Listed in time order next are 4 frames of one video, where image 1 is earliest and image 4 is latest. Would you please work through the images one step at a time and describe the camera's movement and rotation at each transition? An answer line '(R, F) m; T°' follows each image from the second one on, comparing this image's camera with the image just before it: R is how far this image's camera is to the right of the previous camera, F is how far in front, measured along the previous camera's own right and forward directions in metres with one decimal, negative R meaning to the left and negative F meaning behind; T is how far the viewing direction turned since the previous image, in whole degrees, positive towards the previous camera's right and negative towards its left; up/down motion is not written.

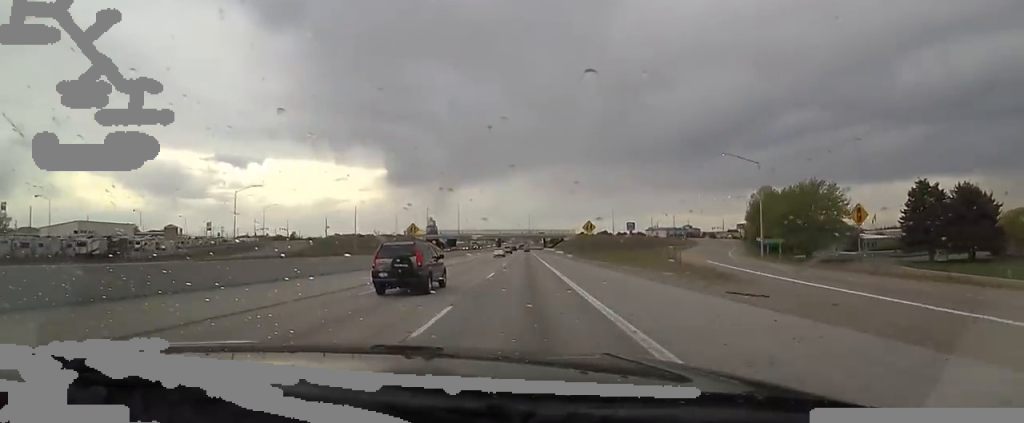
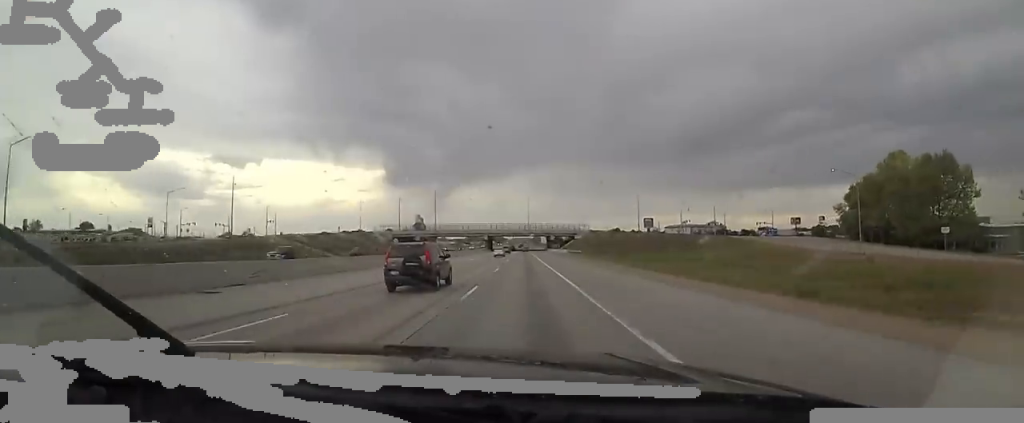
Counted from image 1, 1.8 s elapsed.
(+0.9, +55.6) m; +2°
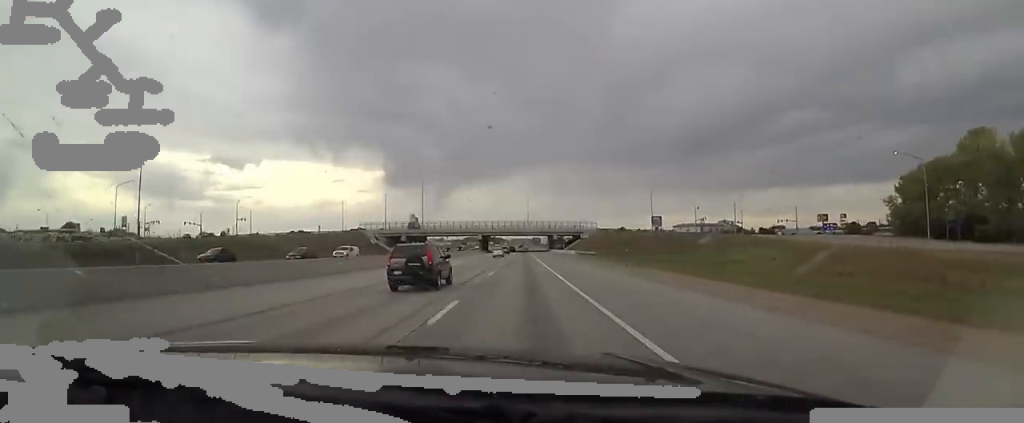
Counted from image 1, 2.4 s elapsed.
(+0.1, +20.0) m; 0°
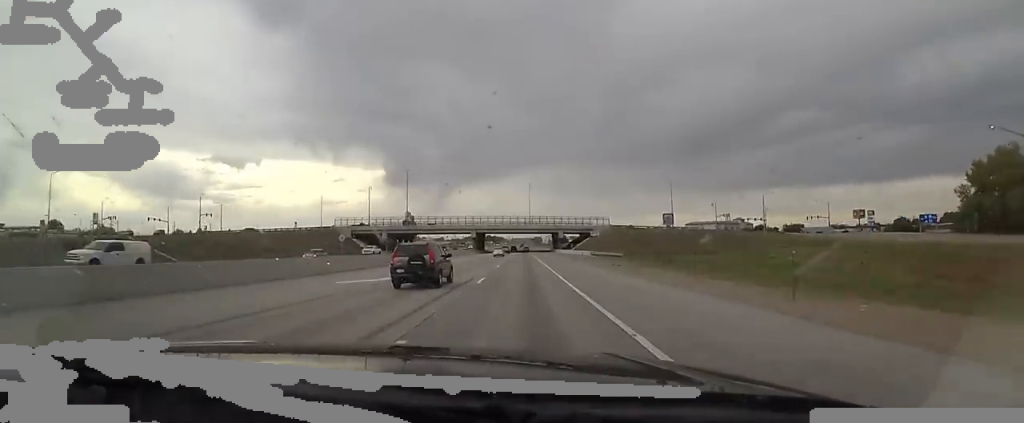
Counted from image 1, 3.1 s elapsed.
(-0.2, +20.8) m; -1°
